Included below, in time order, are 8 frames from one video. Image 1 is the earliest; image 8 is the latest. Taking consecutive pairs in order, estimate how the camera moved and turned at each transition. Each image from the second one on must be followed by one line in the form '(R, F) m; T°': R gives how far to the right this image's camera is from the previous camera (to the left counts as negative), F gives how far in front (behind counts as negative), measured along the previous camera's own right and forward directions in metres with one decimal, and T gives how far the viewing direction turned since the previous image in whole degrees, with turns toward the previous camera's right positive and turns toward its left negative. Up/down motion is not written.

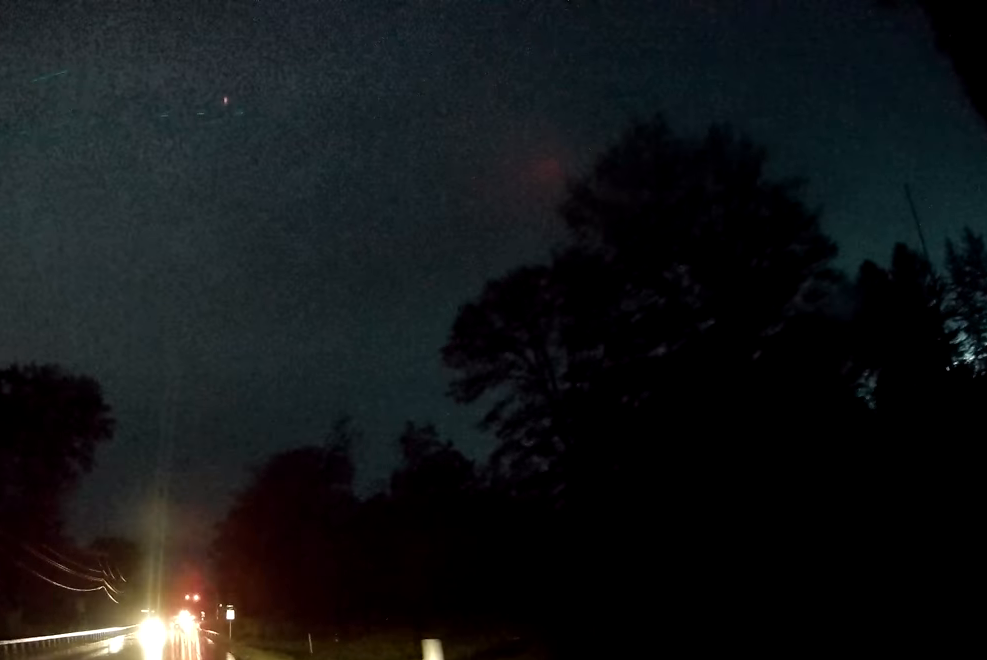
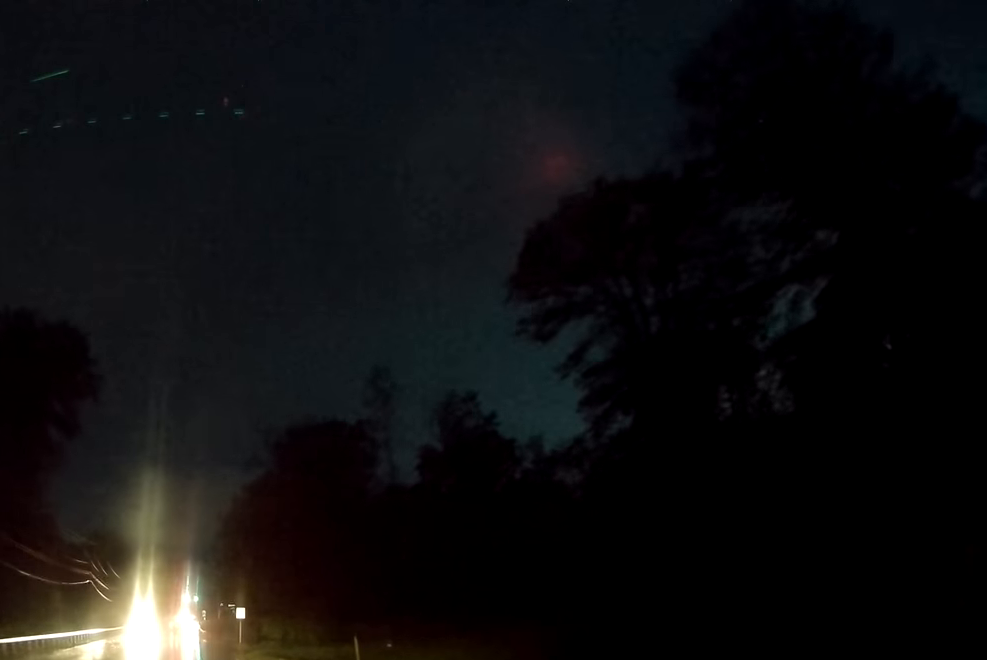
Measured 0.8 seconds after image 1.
(-0.1, +12.4) m; 0°
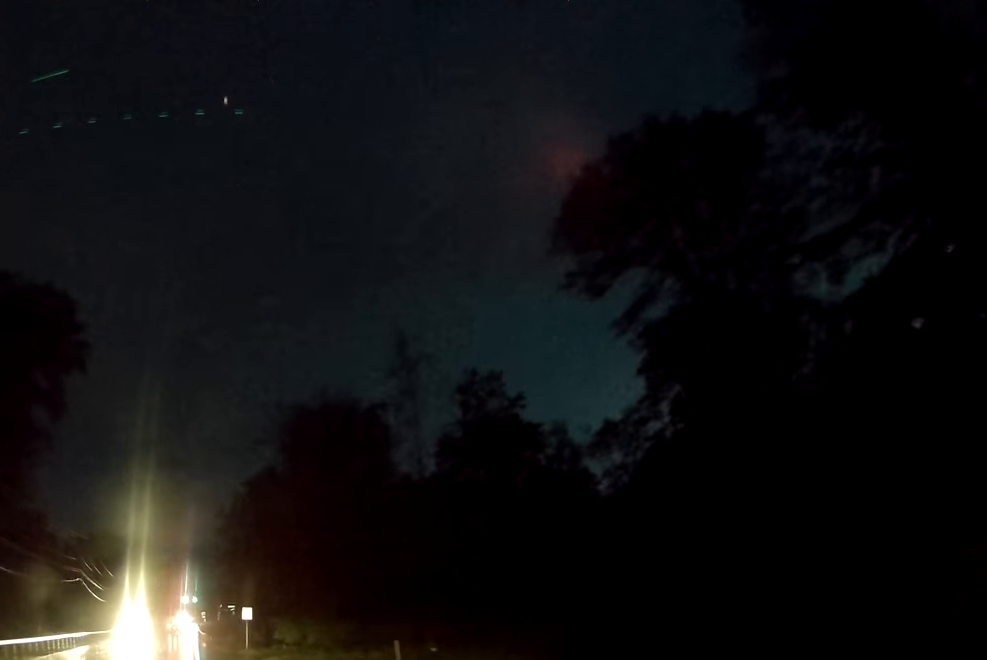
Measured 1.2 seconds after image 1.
(0.0, +6.7) m; 0°
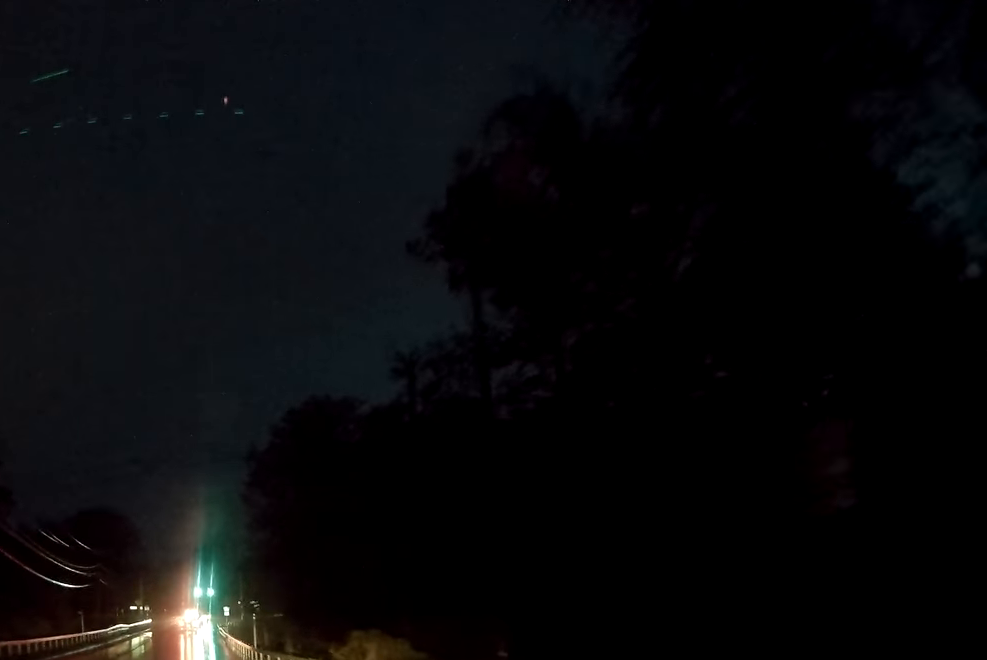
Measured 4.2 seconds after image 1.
(-0.3, +45.3) m; -1°
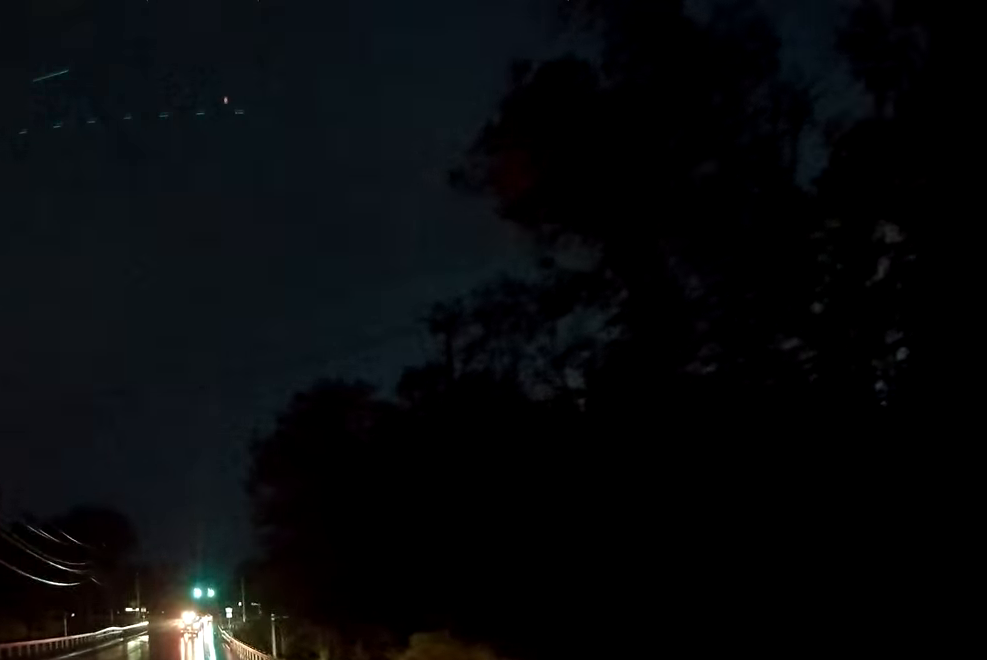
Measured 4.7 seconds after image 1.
(-0.2, +7.5) m; 0°
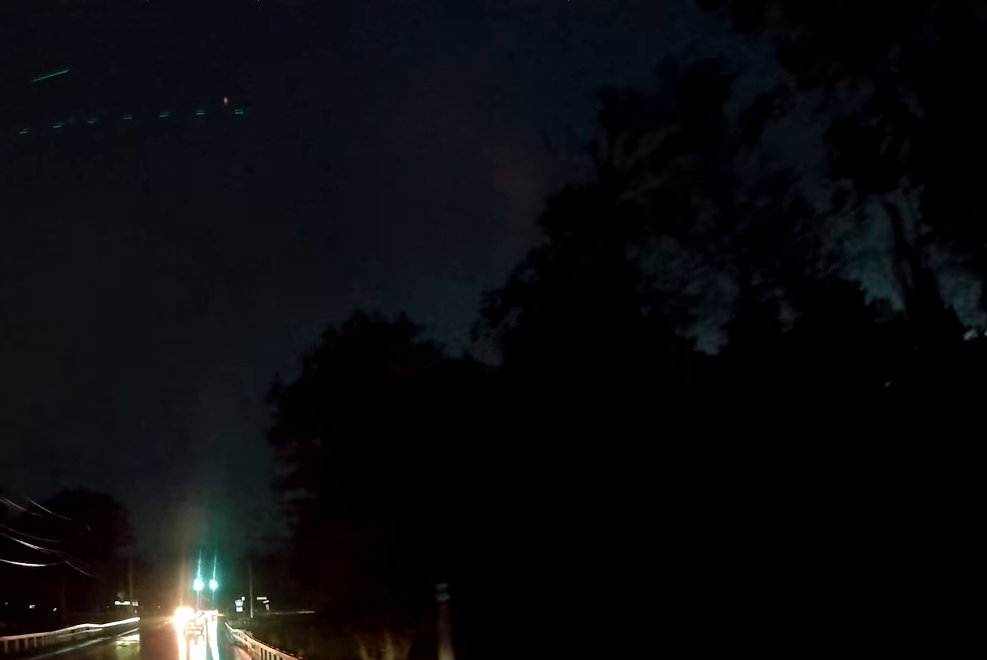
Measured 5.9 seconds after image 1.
(0.0, +17.8) m; +1°
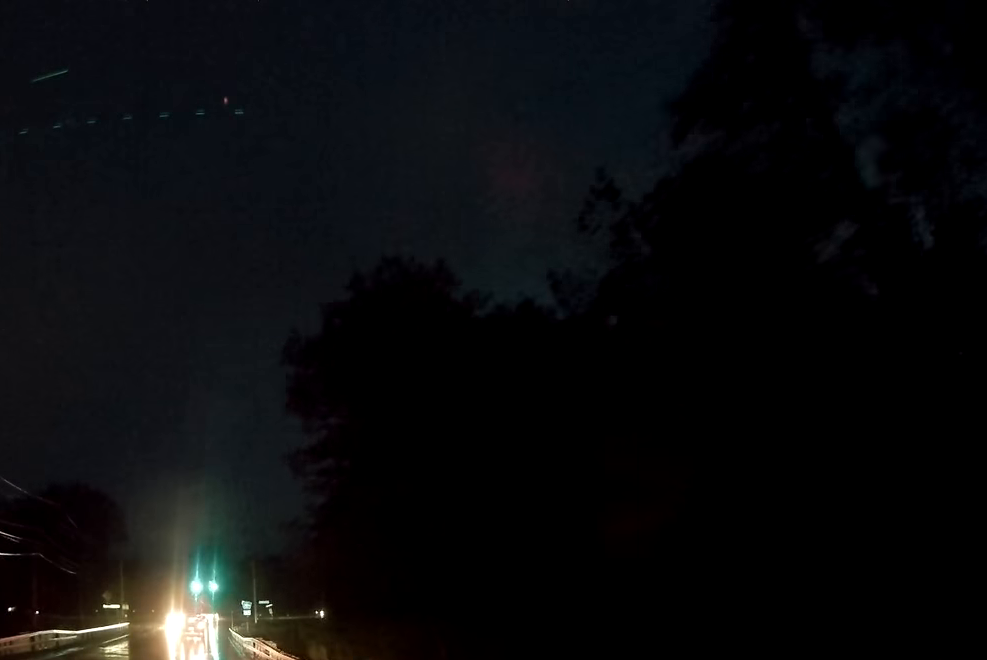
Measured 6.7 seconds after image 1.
(+0.1, +11.6) m; +1°
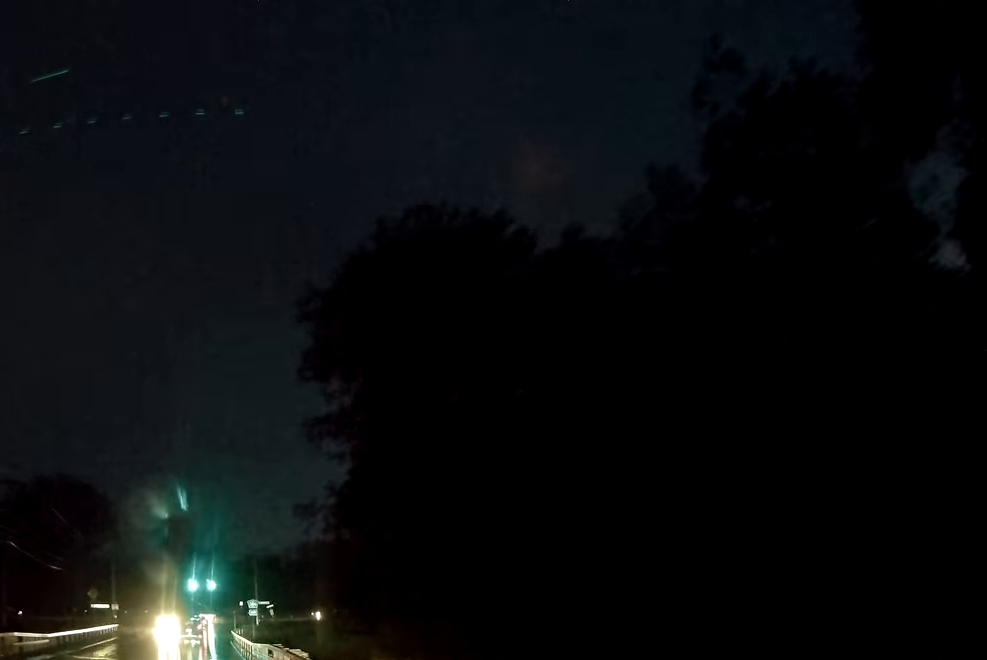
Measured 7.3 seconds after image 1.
(0.0, +8.0) m; 0°
